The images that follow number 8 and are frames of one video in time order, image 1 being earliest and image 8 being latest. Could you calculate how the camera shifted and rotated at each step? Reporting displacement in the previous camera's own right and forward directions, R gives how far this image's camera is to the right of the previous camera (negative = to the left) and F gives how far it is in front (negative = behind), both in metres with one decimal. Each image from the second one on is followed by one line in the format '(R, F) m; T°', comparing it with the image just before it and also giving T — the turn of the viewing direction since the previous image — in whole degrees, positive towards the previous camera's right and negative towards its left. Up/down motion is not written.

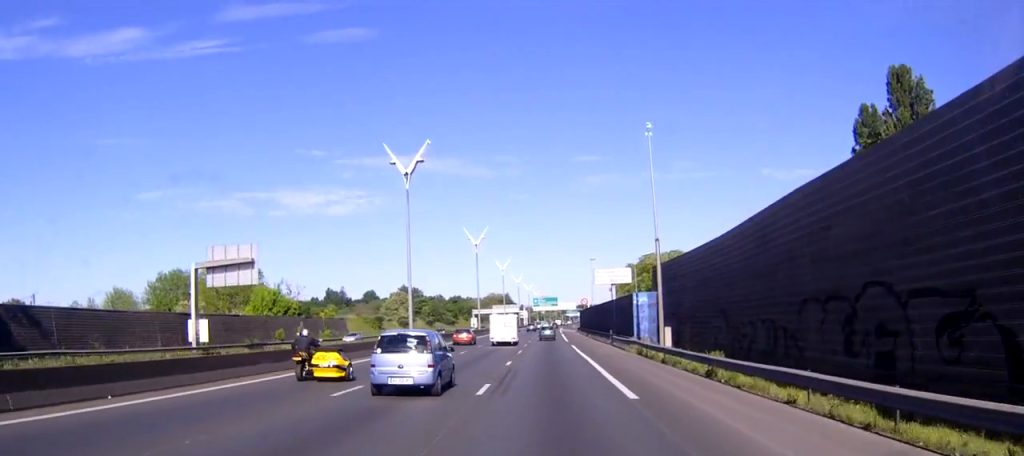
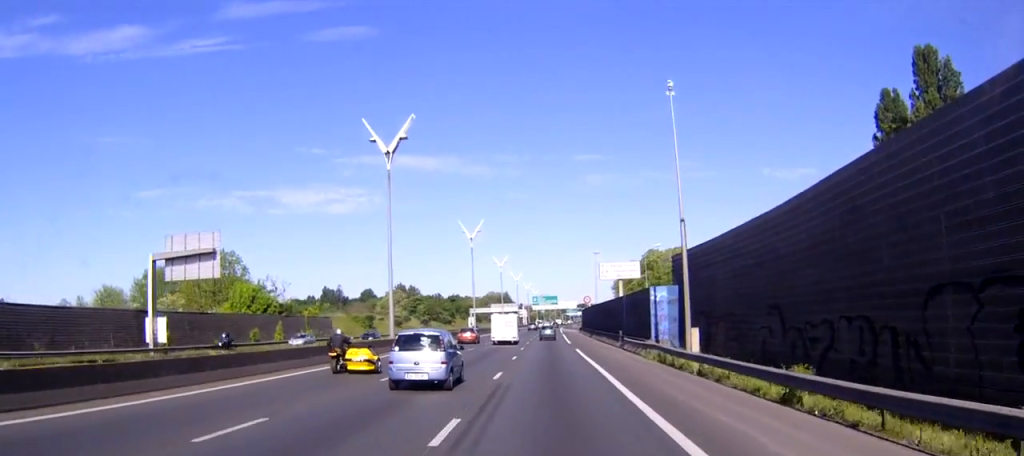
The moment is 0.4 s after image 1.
(0.0, +7.5) m; 0°
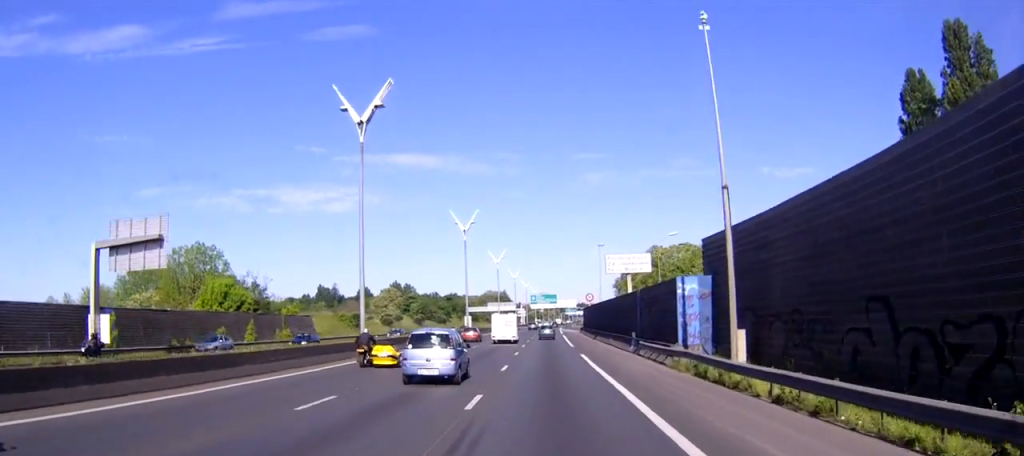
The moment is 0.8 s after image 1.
(0.0, +8.1) m; 0°
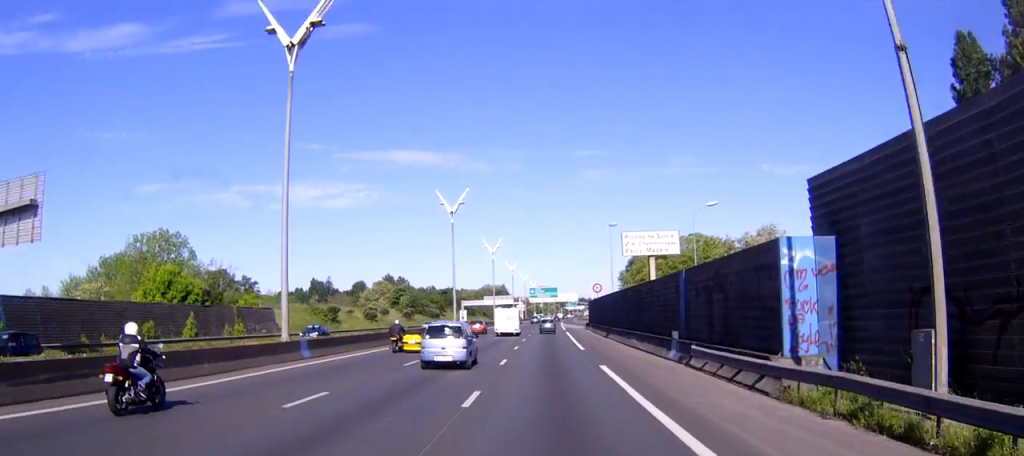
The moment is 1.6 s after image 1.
(0.0, +13.7) m; 0°
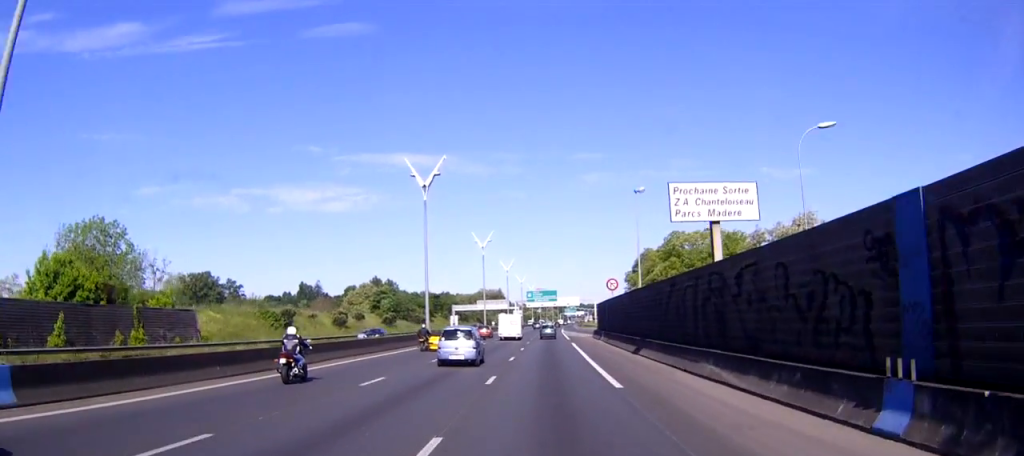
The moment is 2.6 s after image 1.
(0.0, +19.4) m; 0°
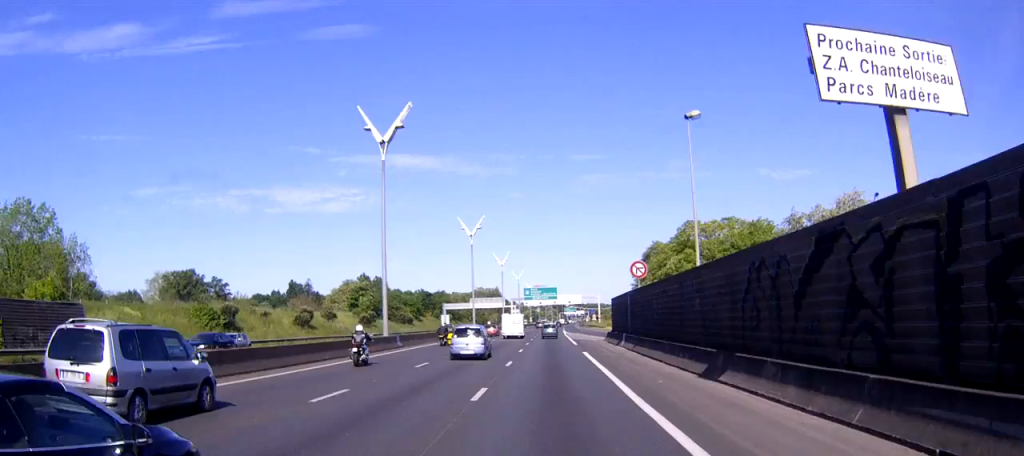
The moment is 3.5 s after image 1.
(0.0, +17.5) m; 0°
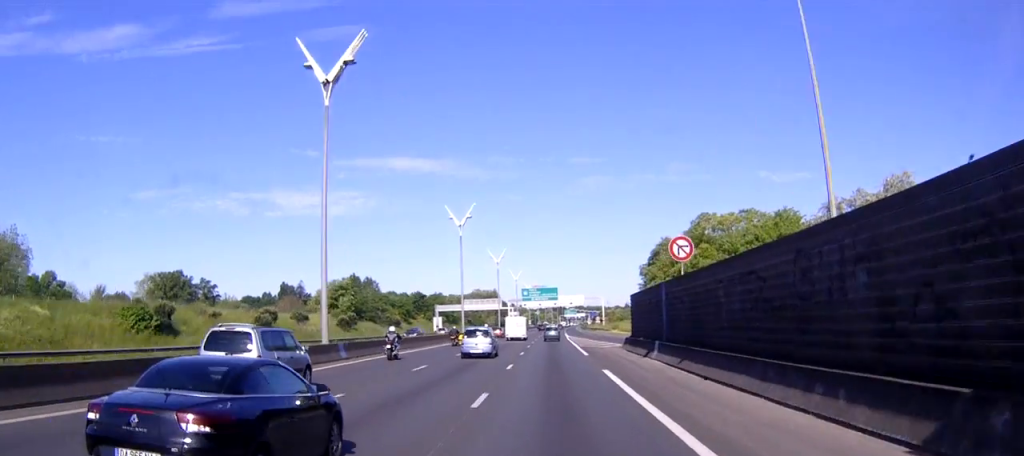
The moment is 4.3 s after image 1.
(0.0, +13.8) m; 0°
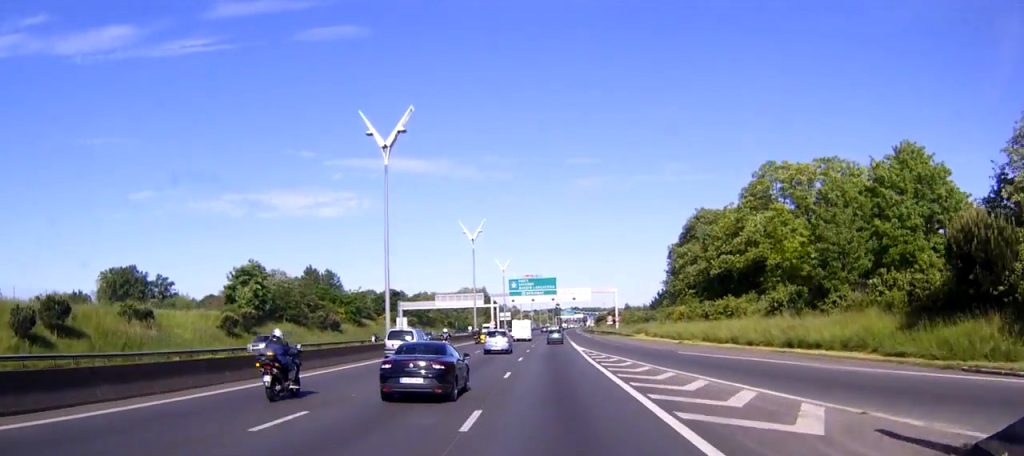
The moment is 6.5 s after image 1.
(-0.1, +41.9) m; 0°
